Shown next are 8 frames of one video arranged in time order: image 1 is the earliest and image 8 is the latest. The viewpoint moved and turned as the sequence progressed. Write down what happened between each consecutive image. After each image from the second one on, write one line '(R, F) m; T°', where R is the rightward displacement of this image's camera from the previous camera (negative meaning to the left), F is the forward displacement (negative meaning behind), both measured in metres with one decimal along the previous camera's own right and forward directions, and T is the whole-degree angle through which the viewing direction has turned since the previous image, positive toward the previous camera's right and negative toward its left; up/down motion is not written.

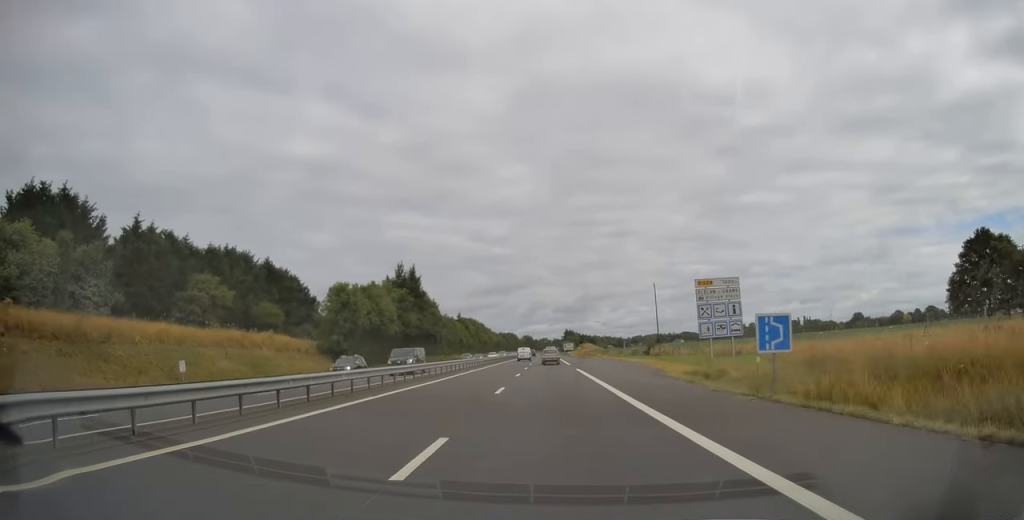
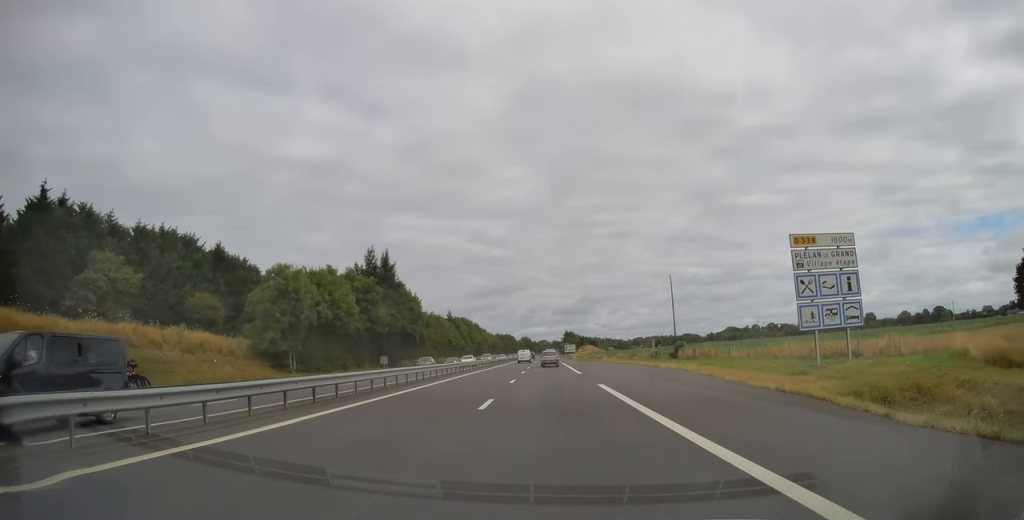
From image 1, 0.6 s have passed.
(0.0, +17.5) m; 0°
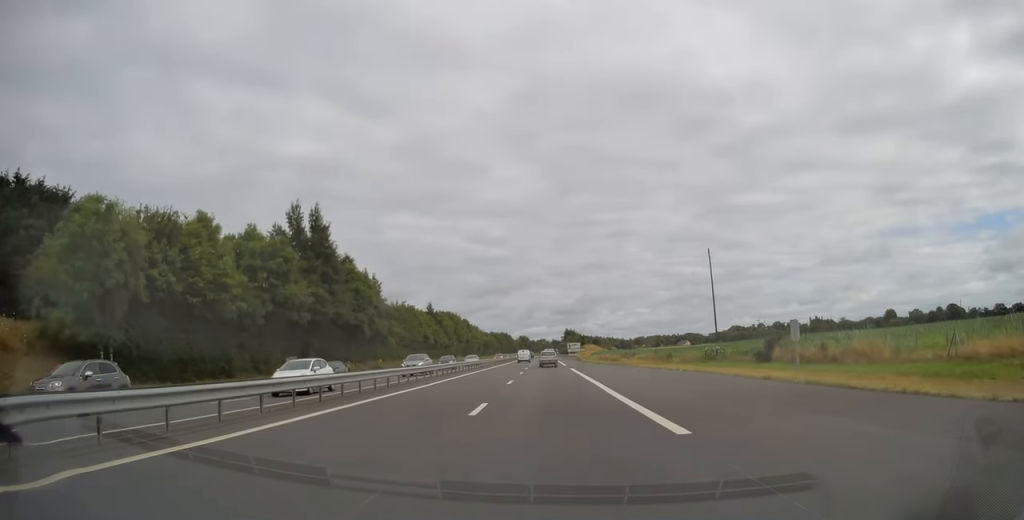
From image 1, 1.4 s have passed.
(0.0, +27.3) m; 0°
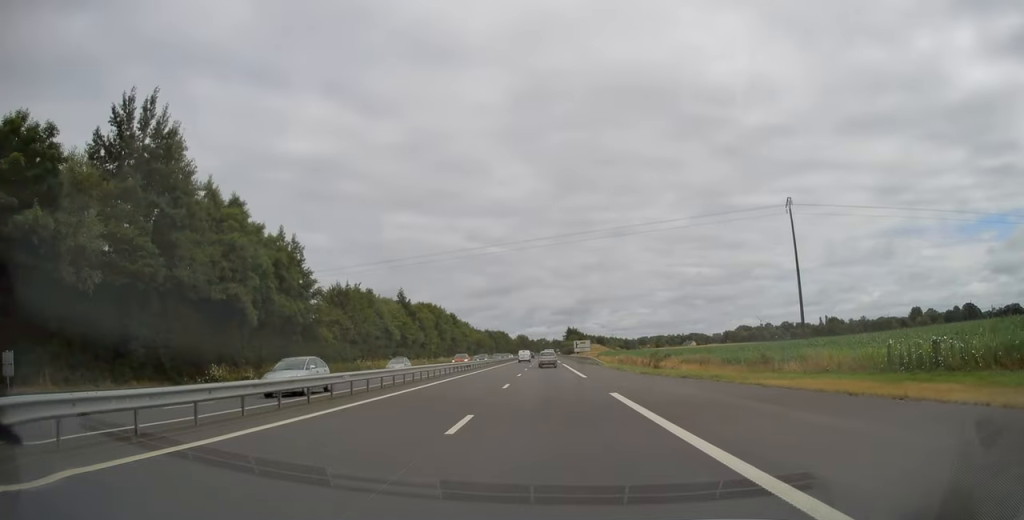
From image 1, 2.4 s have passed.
(0.0, +28.9) m; 0°
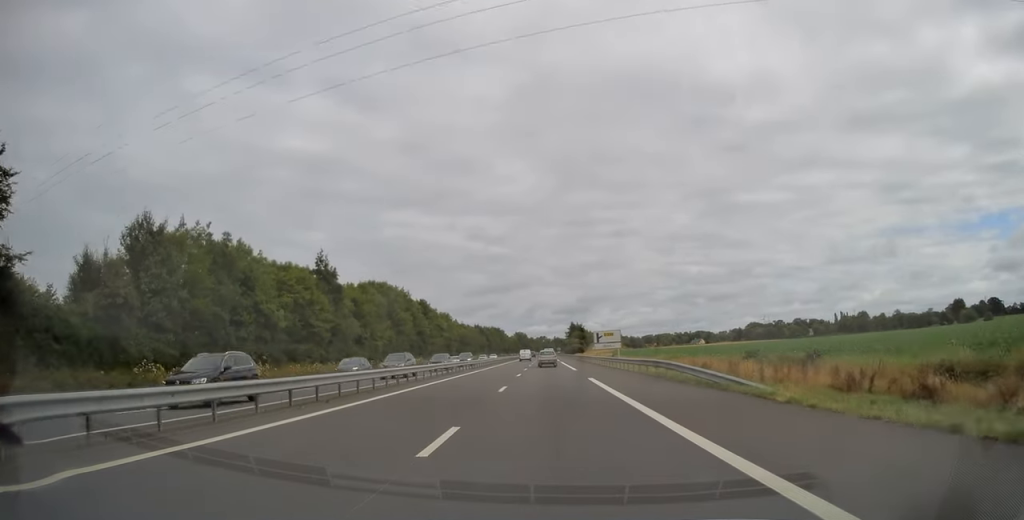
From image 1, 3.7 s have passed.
(0.0, +41.4) m; 0°
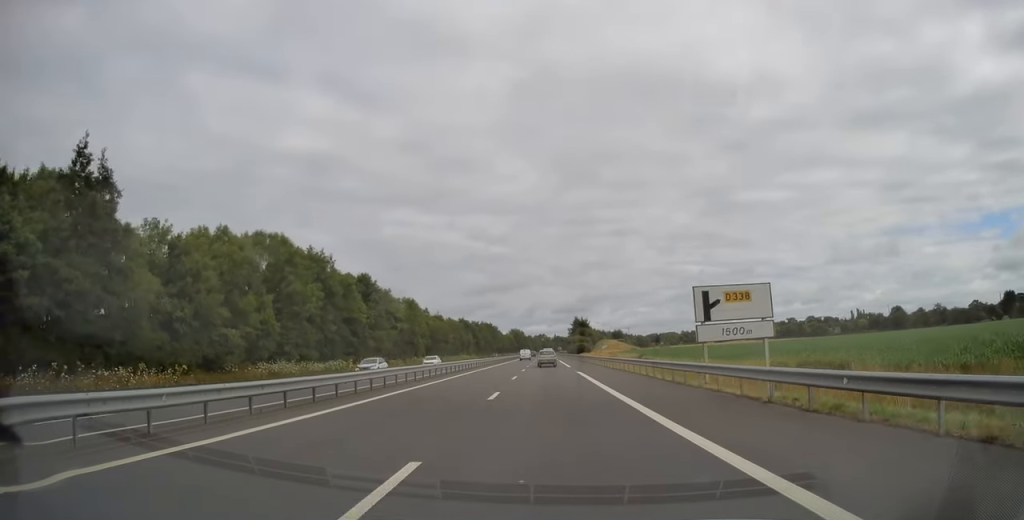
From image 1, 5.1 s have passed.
(+0.1, +42.4) m; 0°
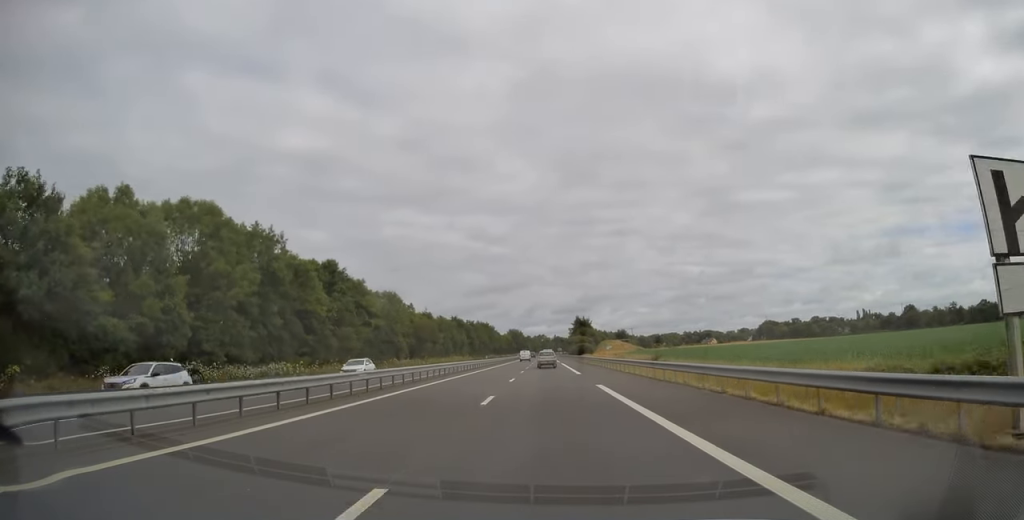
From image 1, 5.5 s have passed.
(0.0, +14.5) m; 0°
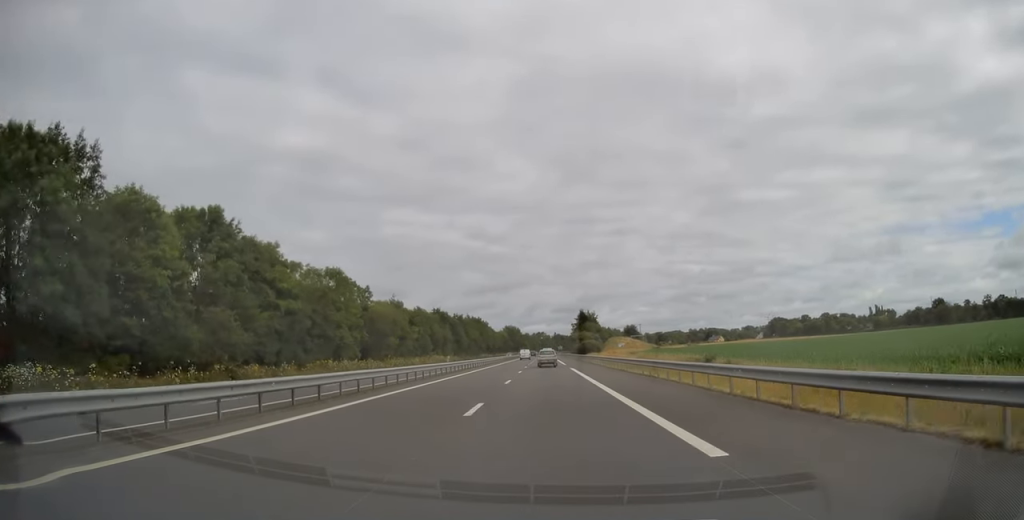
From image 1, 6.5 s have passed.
(0.0, +28.9) m; 0°
